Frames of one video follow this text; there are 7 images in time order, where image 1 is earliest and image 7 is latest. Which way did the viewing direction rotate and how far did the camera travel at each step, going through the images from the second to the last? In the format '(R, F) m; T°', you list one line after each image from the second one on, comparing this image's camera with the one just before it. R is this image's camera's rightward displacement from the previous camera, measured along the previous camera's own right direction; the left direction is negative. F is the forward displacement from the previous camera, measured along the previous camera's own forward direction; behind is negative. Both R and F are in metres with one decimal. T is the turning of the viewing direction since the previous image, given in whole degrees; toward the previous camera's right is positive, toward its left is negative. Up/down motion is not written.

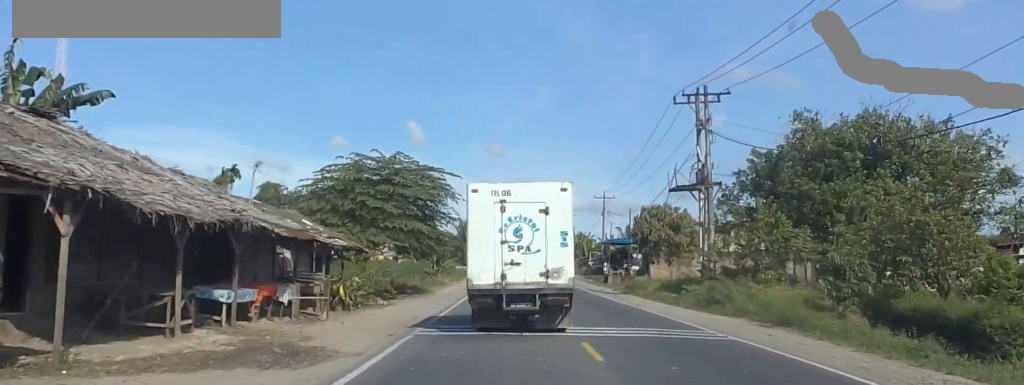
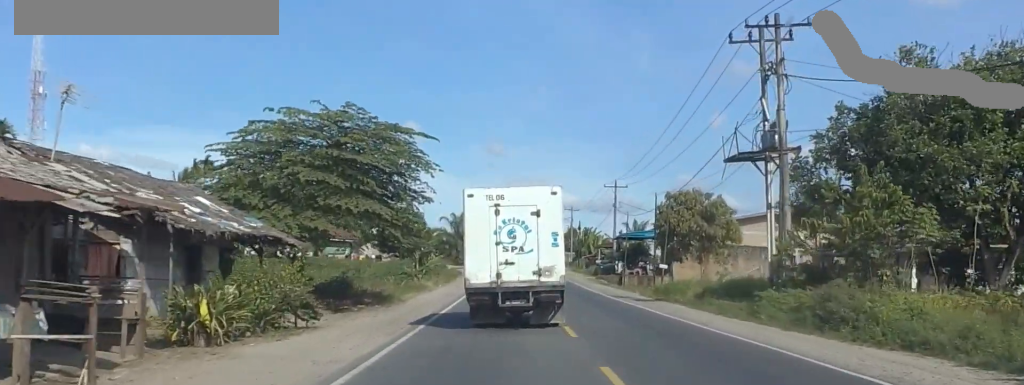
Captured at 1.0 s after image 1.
(-0.1, +12.4) m; -1°
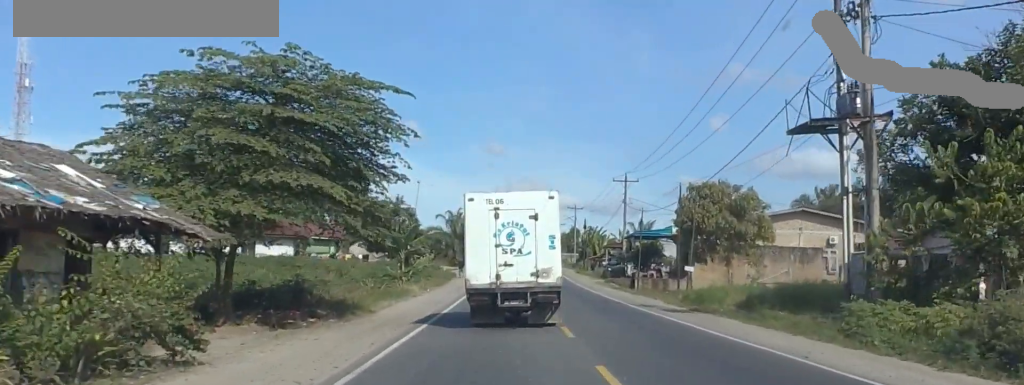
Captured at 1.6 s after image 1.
(0.0, +7.8) m; 0°
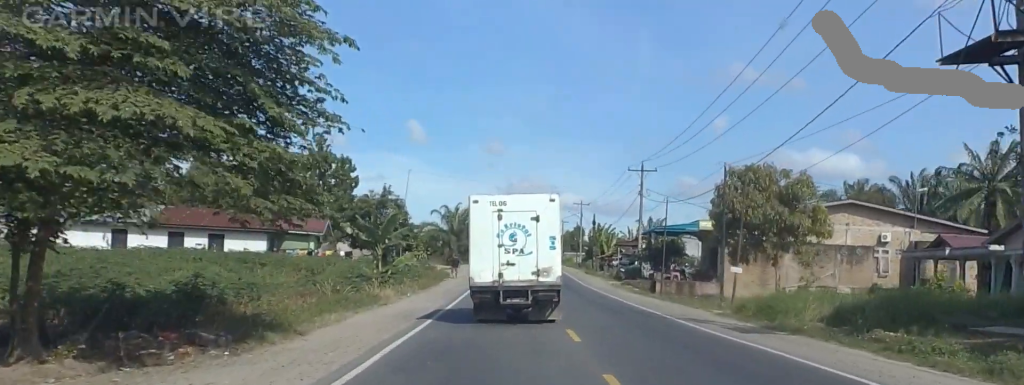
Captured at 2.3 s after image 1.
(0.0, +9.3) m; 0°
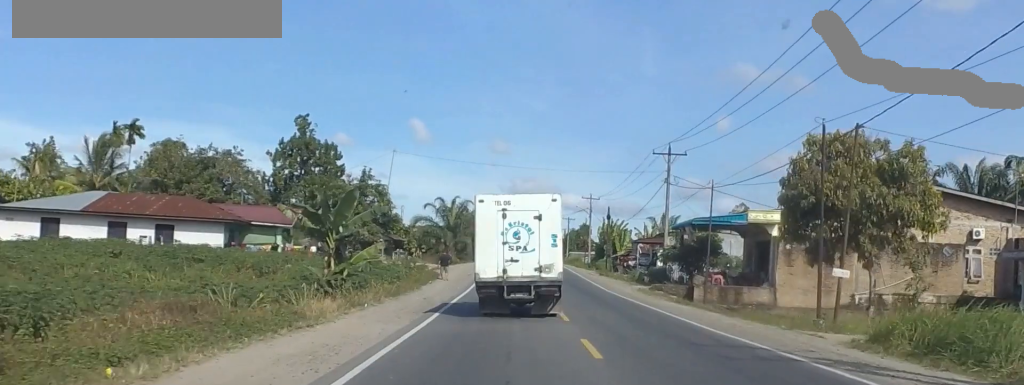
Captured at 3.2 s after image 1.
(0.0, +11.4) m; 0°
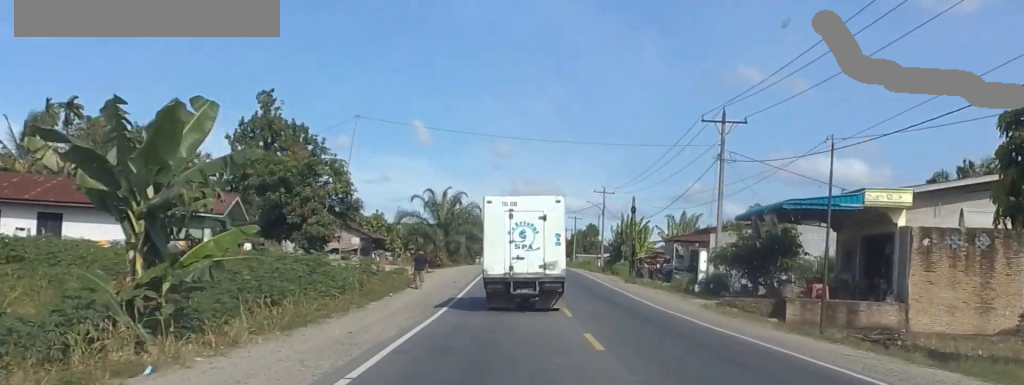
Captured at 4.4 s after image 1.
(0.0, +15.5) m; 0°
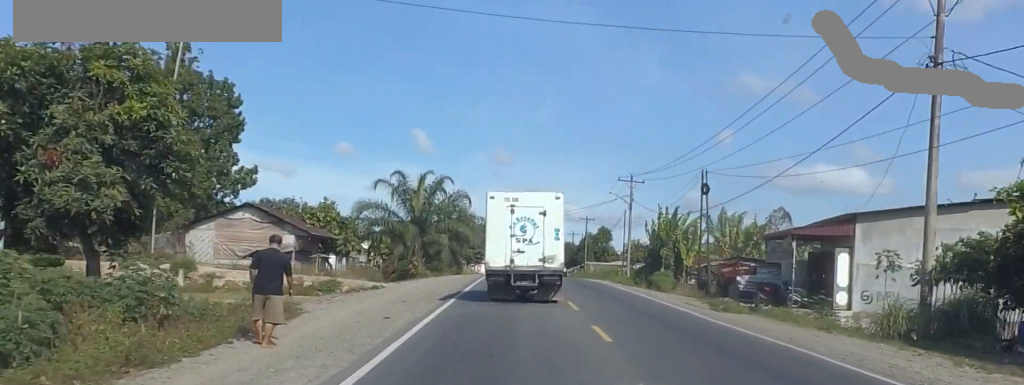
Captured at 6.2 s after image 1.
(-0.1, +23.3) m; -2°
